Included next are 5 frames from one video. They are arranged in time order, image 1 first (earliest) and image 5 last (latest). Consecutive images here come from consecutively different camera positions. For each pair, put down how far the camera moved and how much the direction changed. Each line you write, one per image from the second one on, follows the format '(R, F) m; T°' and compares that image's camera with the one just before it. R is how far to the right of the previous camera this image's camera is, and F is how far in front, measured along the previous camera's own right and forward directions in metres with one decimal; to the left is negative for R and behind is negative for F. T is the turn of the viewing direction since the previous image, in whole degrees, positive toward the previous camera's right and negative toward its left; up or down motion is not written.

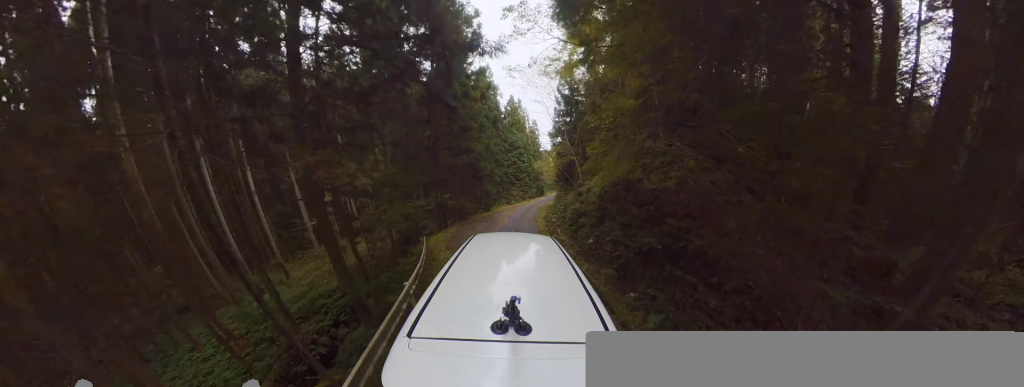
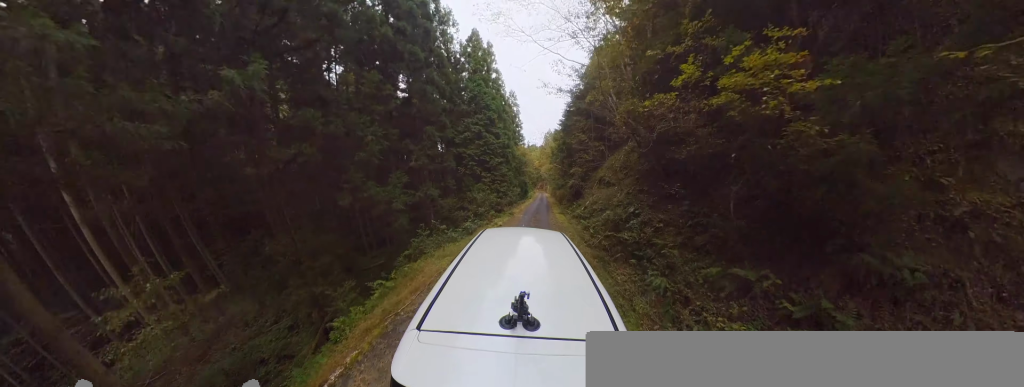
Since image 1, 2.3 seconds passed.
(+2.9, +17.7) m; +20°
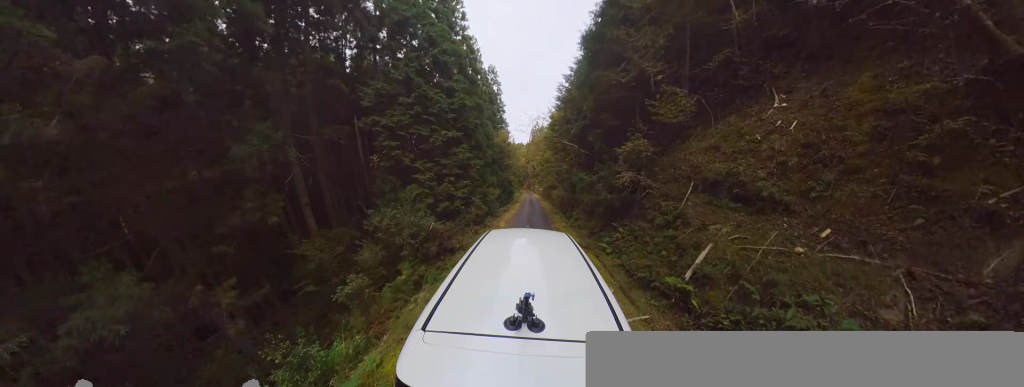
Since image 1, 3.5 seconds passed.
(-0.2, +8.8) m; -3°
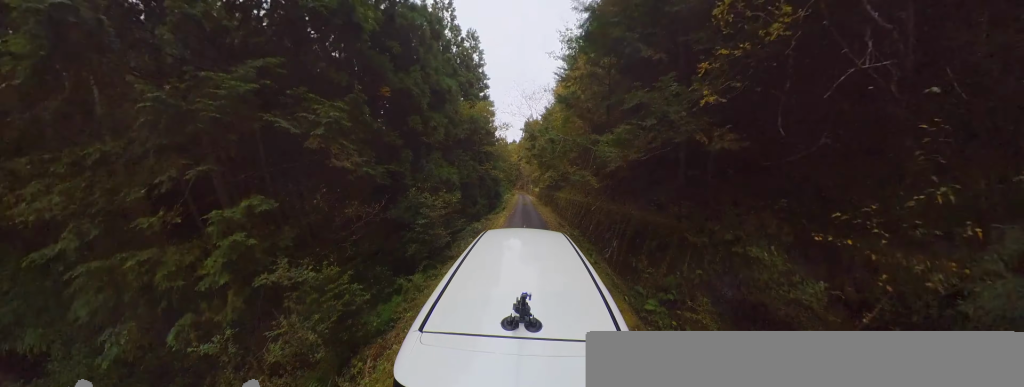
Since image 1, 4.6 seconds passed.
(-0.3, +7.4) m; -7°
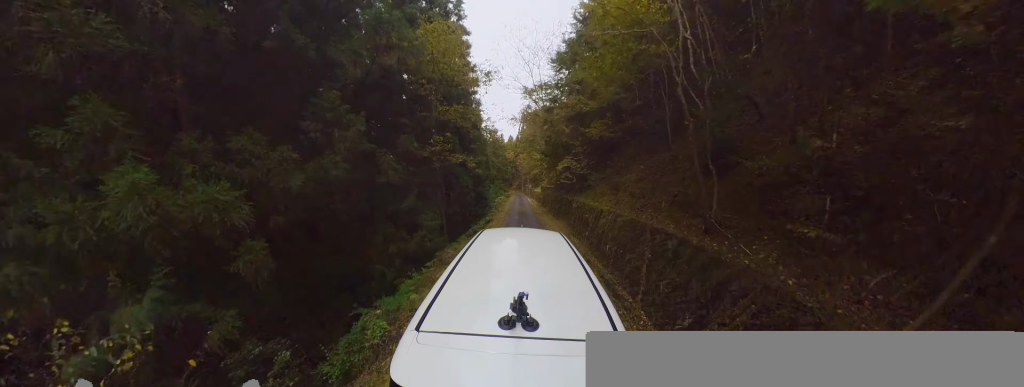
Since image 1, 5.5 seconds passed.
(-0.5, +6.6) m; -2°
